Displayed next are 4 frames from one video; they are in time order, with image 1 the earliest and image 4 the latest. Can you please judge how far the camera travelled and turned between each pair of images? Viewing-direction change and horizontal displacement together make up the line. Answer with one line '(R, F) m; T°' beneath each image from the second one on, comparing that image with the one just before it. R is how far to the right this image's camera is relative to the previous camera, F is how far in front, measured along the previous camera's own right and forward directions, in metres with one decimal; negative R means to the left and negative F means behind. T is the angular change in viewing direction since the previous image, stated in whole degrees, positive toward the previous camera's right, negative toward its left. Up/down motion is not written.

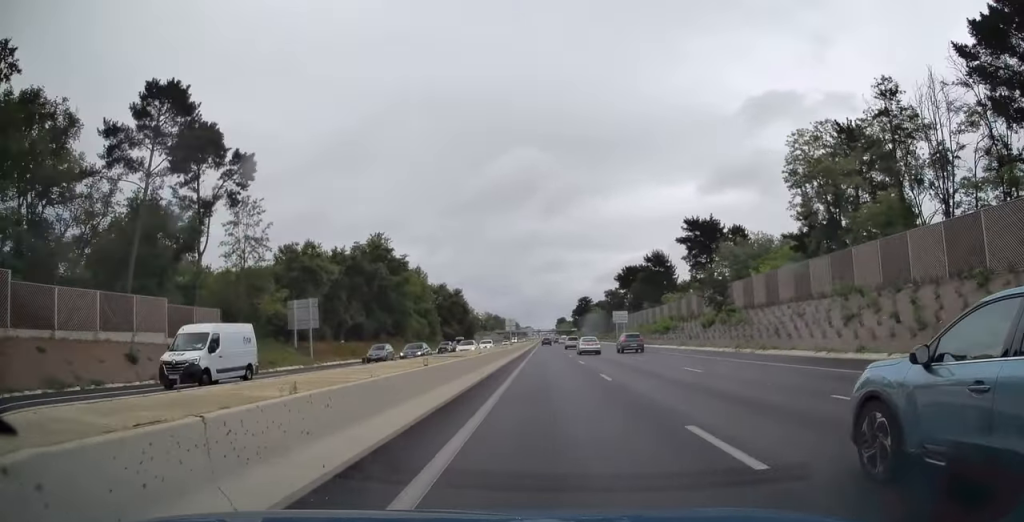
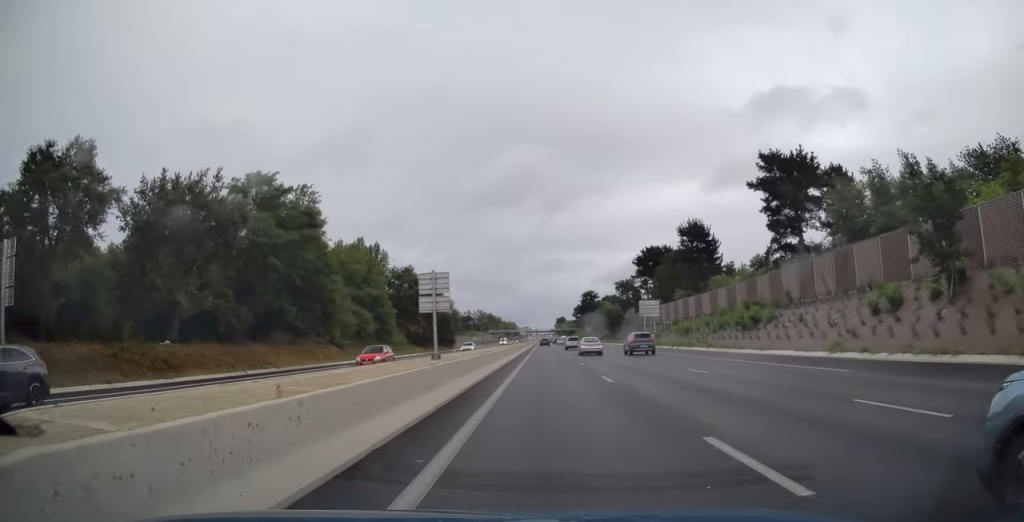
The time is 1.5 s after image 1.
(+0.4, +40.2) m; +1°
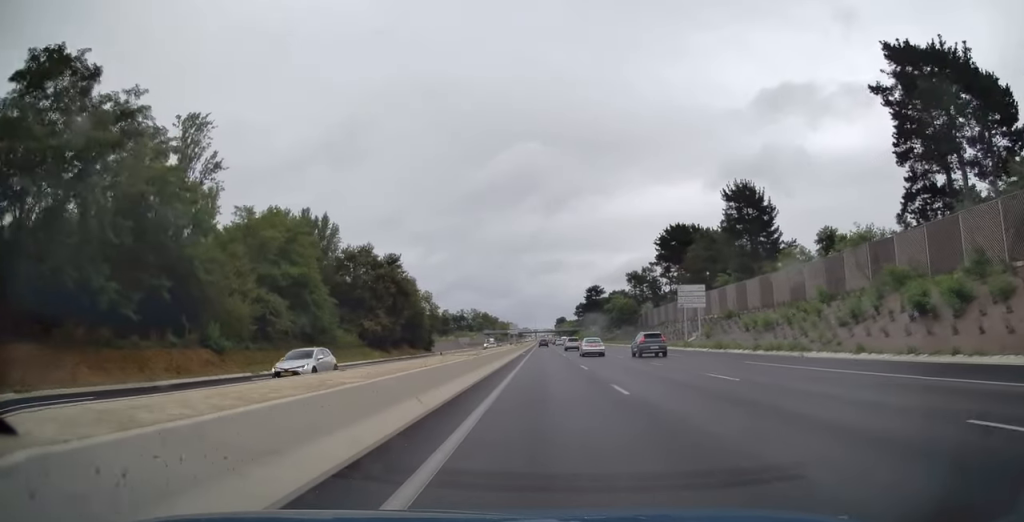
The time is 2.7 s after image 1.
(0.0, +29.6) m; 0°
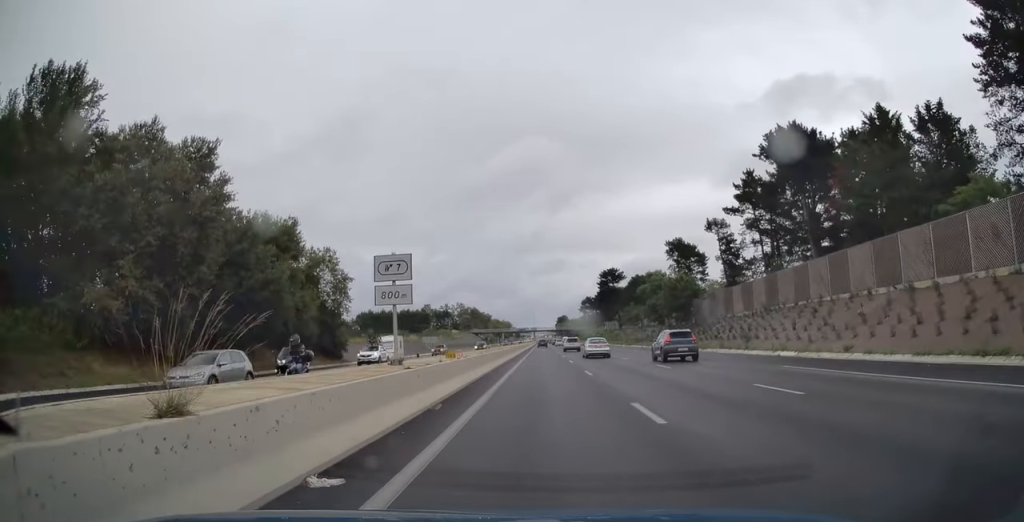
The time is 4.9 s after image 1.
(0.0, +57.0) m; 0°
